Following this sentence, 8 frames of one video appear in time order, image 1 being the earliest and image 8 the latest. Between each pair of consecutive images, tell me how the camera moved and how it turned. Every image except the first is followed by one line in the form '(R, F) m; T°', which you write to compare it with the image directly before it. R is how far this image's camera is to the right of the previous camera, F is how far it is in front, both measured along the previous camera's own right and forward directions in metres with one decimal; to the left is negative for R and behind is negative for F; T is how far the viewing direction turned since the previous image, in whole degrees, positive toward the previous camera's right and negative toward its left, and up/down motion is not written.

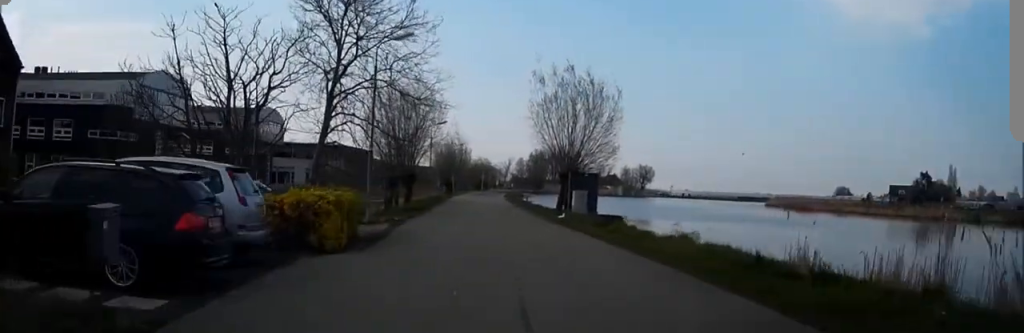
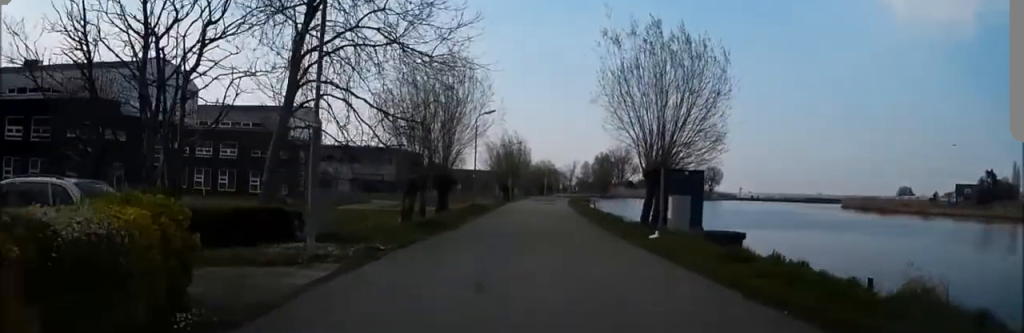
(0.0, +4.1) m; 0°
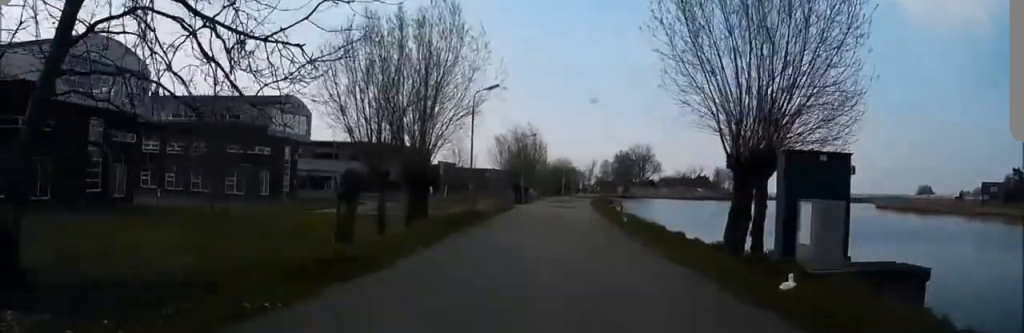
(0.0, +3.7) m; 0°
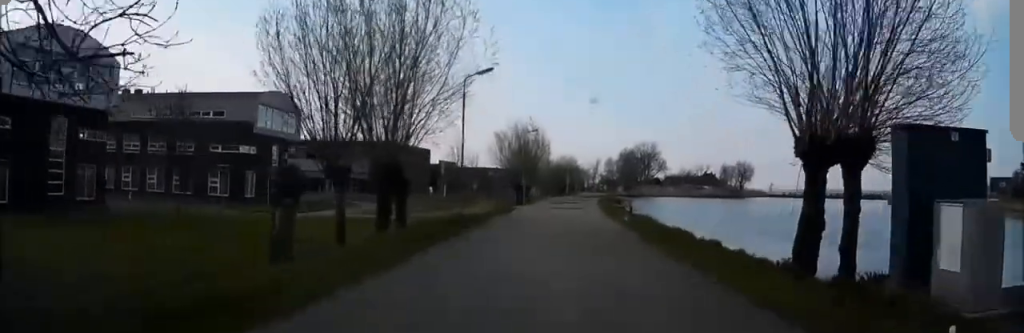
(0.0, +1.5) m; 0°
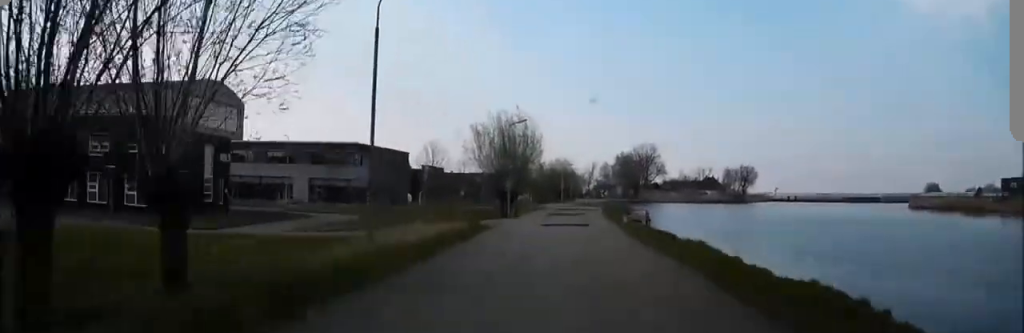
(0.0, +4.6) m; 0°
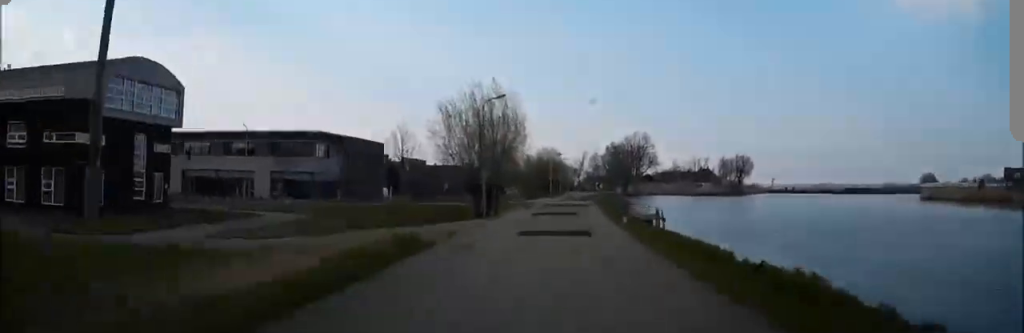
(0.0, +3.2) m; 0°
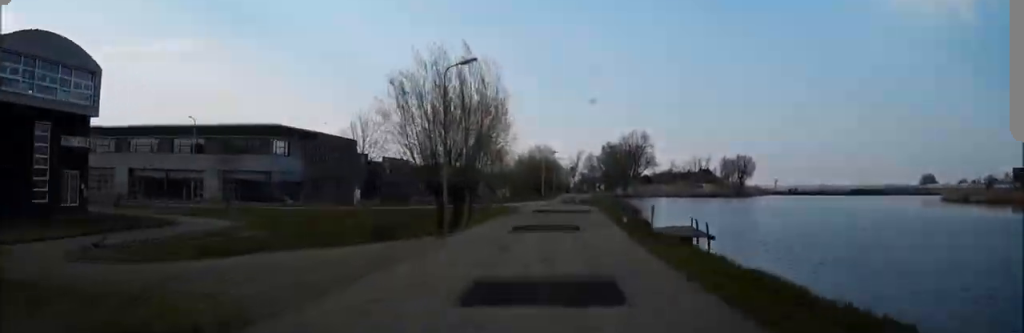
(0.0, +3.7) m; 0°
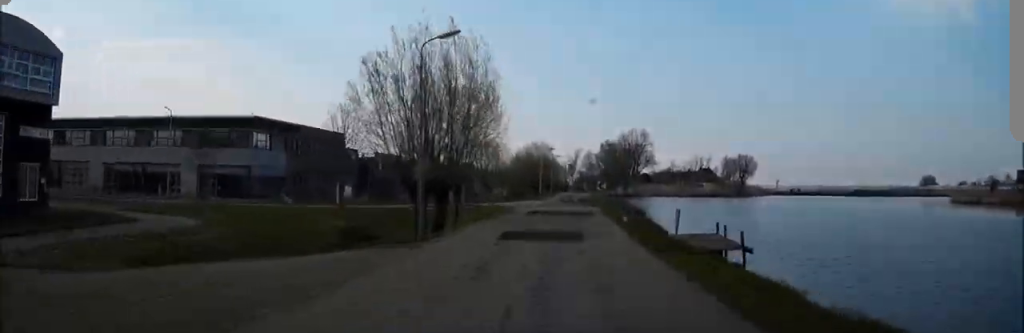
(0.0, +1.5) m; 0°
